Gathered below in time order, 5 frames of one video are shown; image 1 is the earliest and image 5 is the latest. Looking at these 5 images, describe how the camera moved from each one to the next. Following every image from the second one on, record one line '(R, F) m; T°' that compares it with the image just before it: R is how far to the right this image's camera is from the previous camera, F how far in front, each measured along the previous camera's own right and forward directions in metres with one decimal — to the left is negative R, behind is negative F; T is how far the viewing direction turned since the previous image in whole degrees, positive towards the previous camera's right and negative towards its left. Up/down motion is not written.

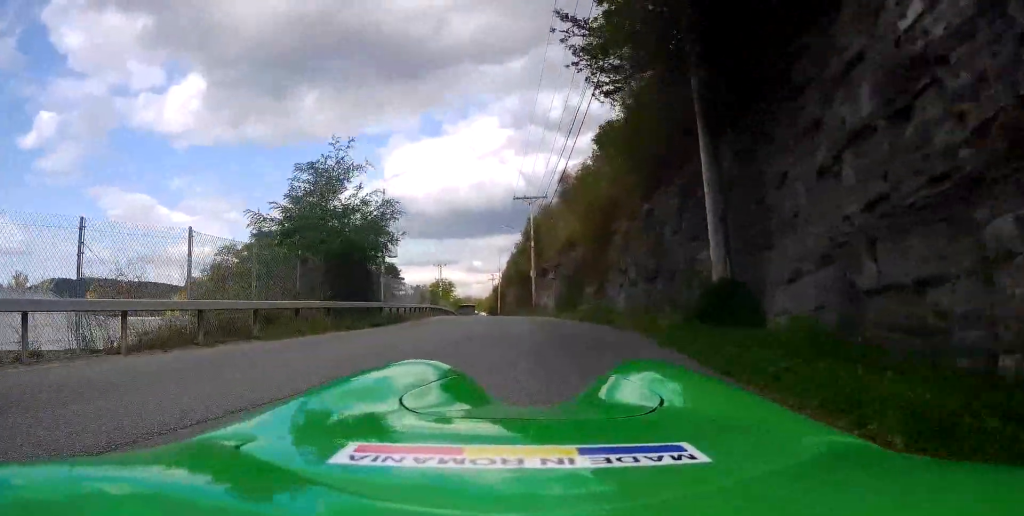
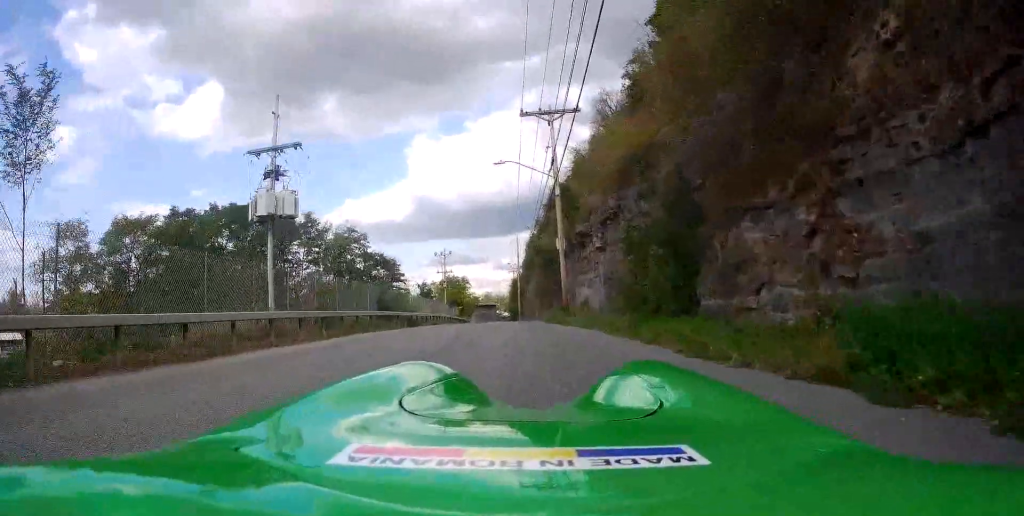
(+0.6, +21.3) m; -2°
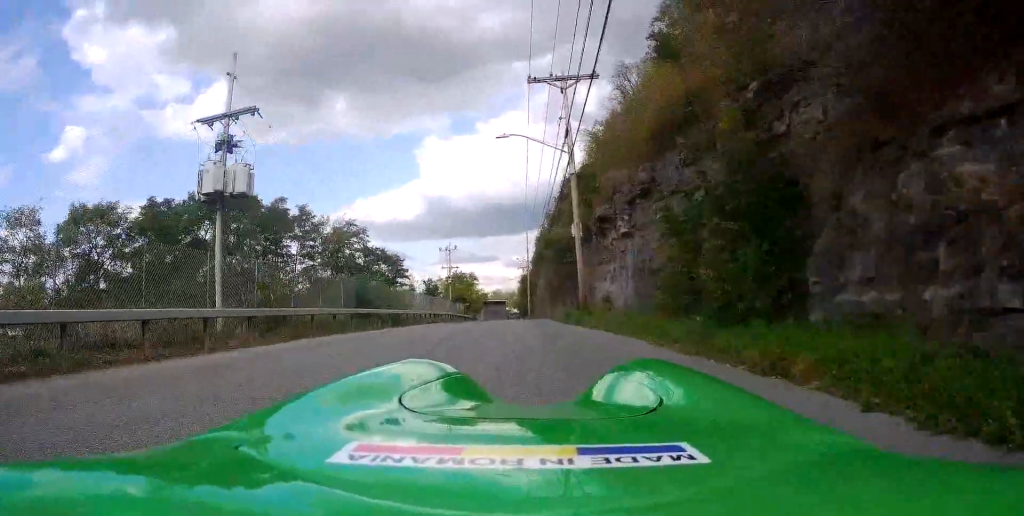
(0.0, +4.5) m; 0°
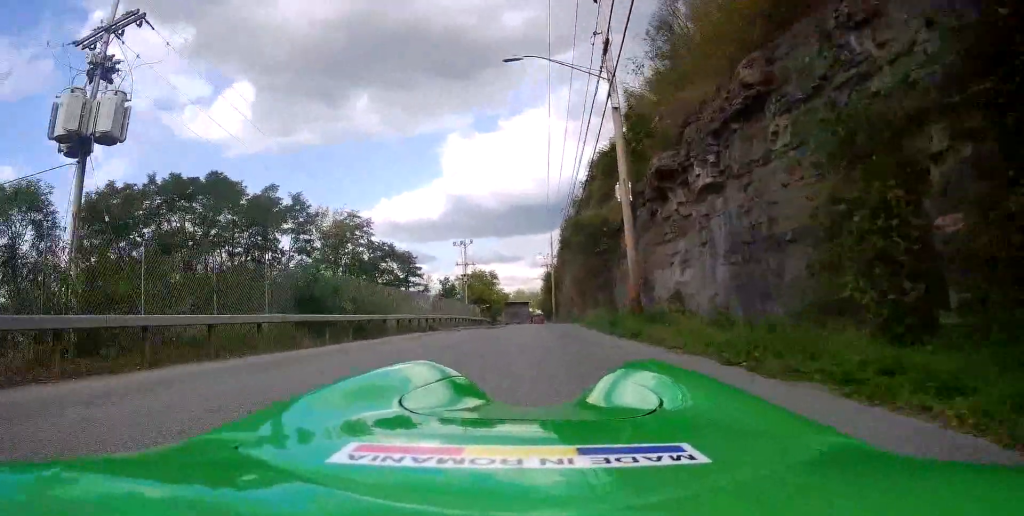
(0.0, +7.6) m; 0°
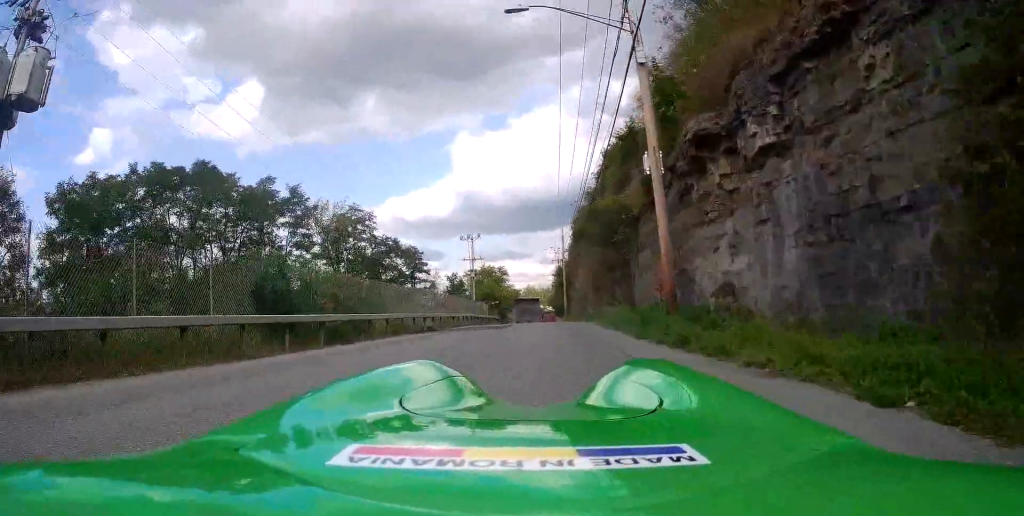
(0.0, +3.0) m; 0°
